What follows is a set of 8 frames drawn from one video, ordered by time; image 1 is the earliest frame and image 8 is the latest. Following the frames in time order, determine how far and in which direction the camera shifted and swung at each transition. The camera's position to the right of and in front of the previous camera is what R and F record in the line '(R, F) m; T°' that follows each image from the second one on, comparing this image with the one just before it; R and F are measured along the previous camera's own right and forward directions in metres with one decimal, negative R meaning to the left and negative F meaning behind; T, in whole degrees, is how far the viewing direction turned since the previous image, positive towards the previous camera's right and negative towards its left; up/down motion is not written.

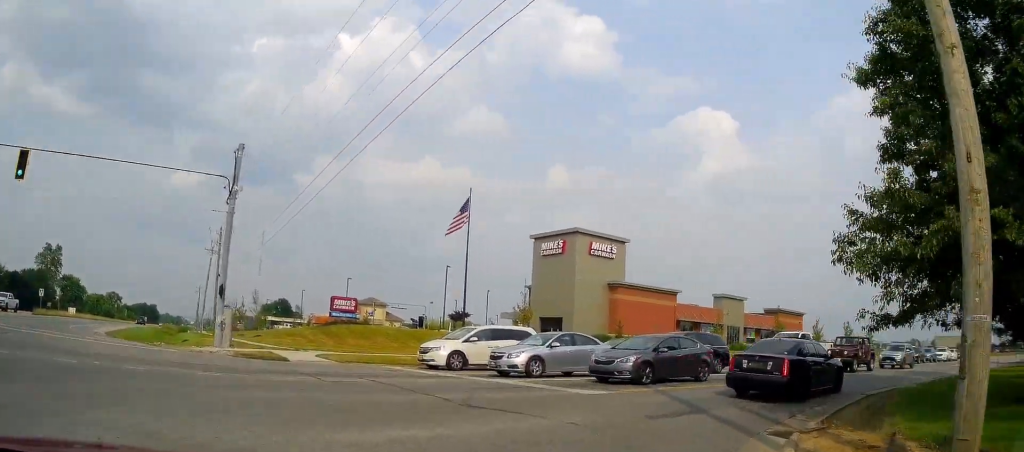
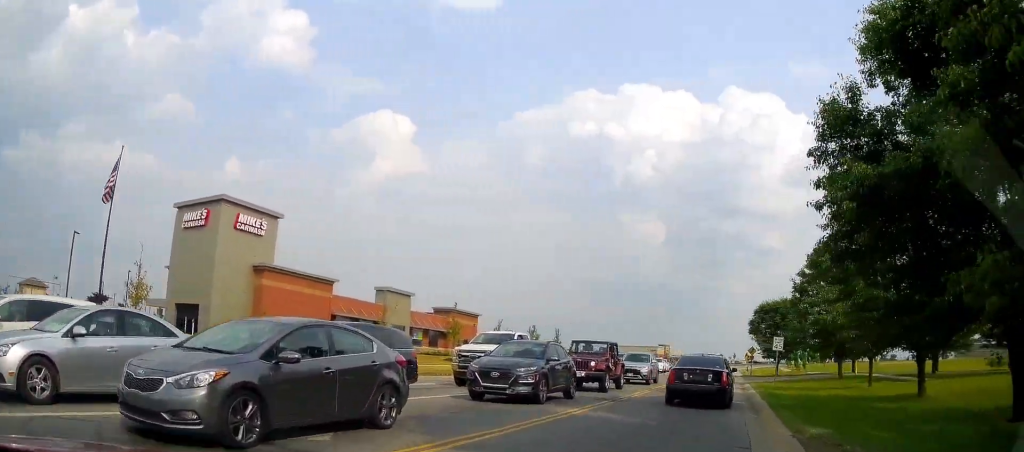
(+3.0, +7.7) m; +42°
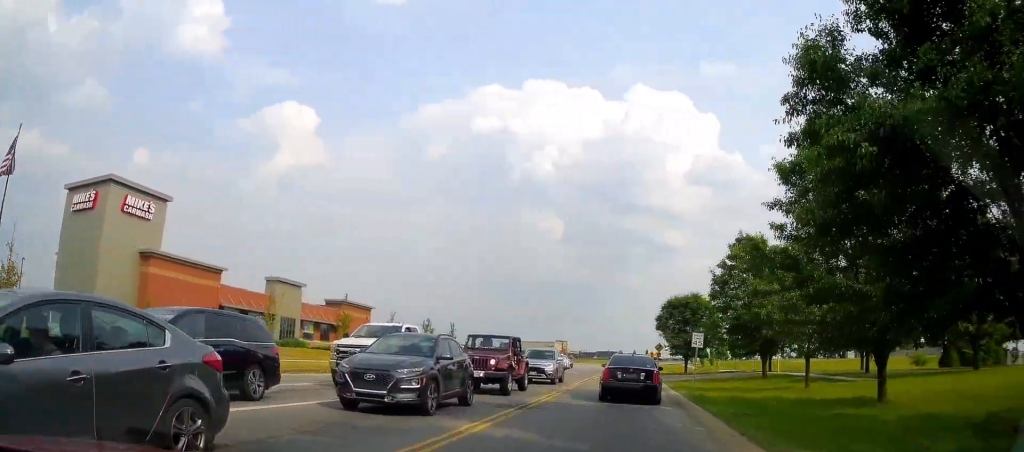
(+0.5, +2.5) m; +8°
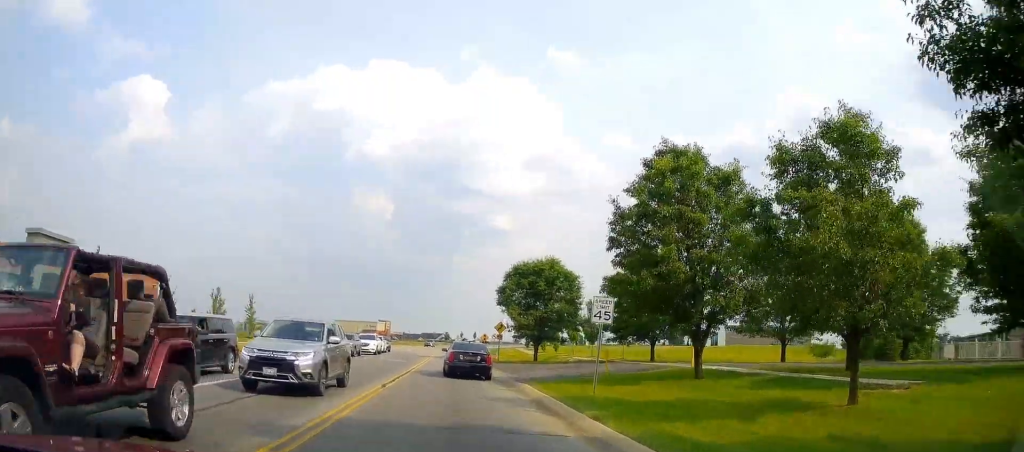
(+1.8, +12.3) m; +8°
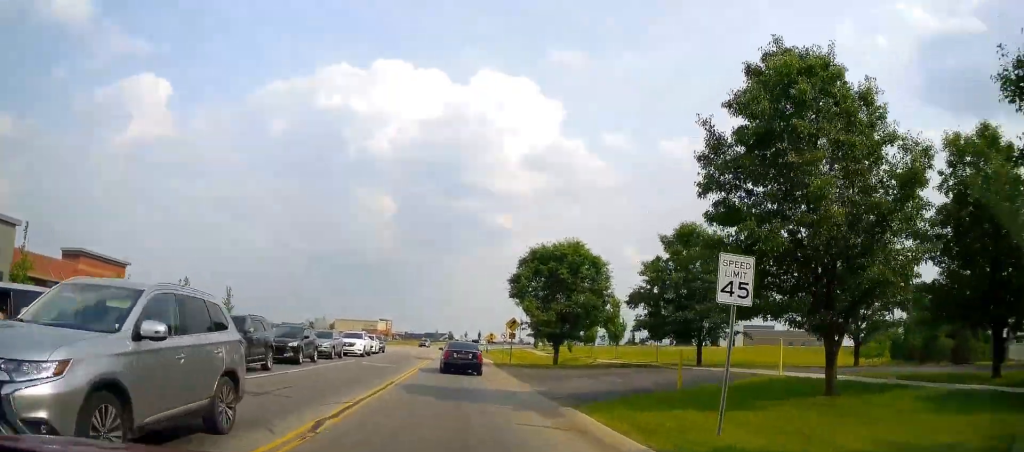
(-0.2, +7.6) m; +1°
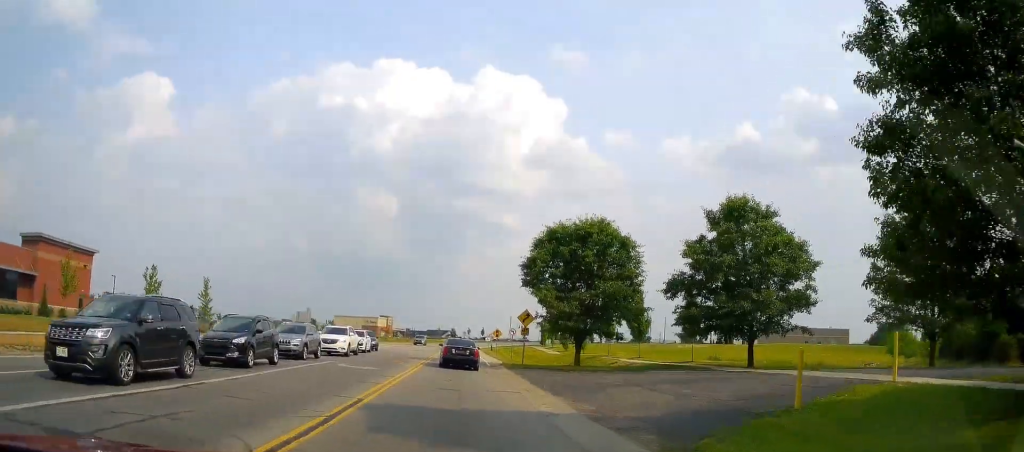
(+0.2, +6.4) m; +3°
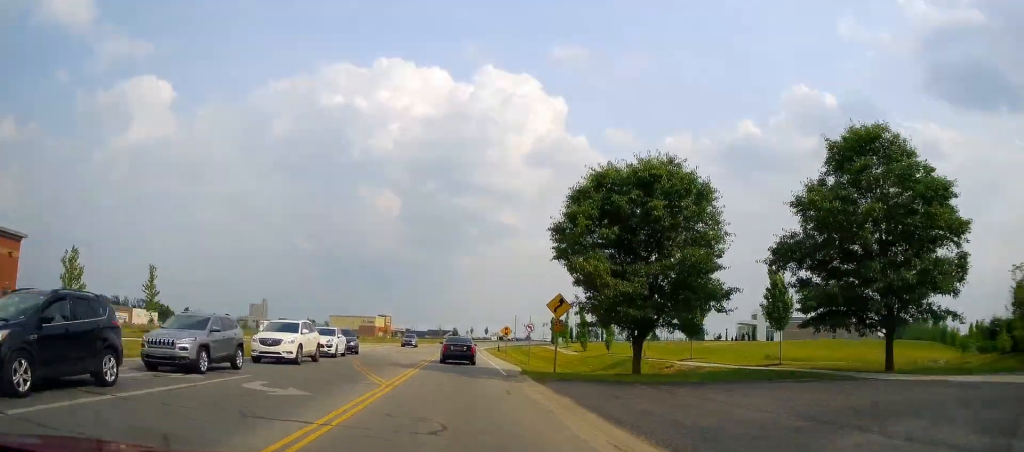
(+0.3, +11.0) m; 0°
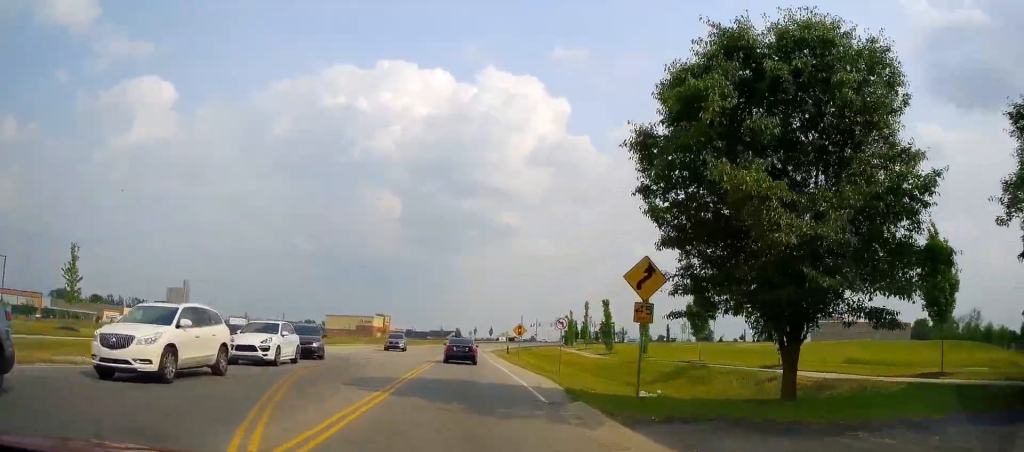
(-0.2, +11.3) m; -1°
